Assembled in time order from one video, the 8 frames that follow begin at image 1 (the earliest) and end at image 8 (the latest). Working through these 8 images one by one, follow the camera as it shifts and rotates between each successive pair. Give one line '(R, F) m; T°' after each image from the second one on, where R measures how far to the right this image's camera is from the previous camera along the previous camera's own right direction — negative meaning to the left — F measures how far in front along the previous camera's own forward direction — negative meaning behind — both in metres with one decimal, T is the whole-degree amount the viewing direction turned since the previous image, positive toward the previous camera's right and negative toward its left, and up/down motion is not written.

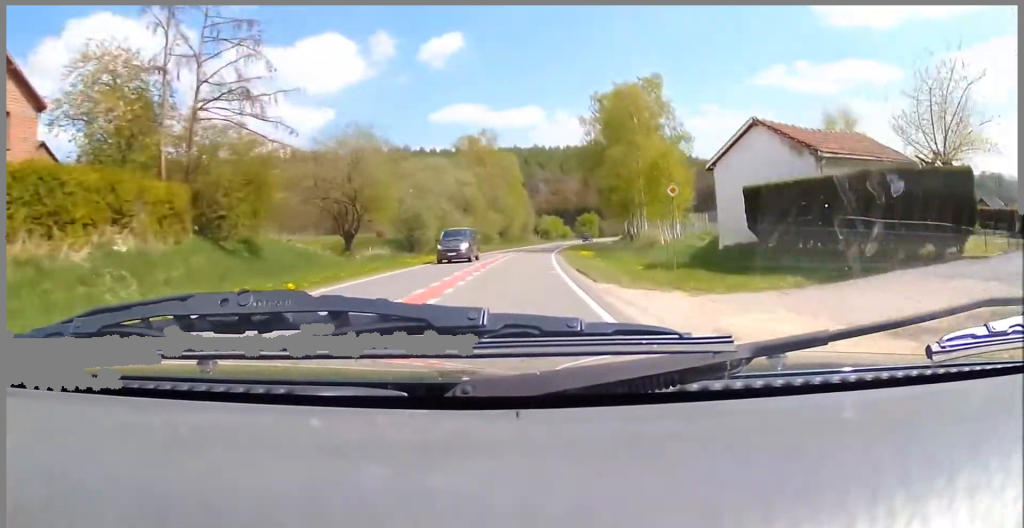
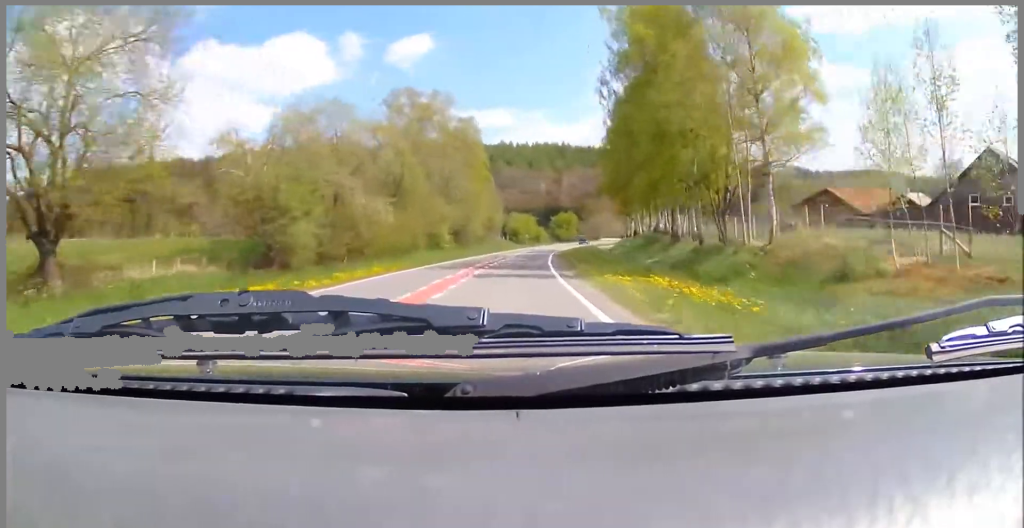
(+0.9, +27.9) m; +2°
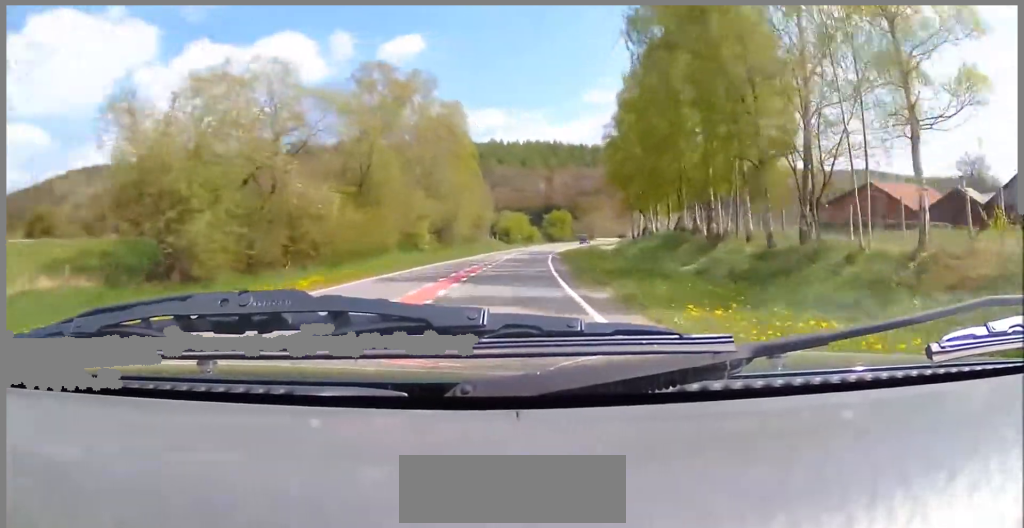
(0.0, +8.4) m; 0°
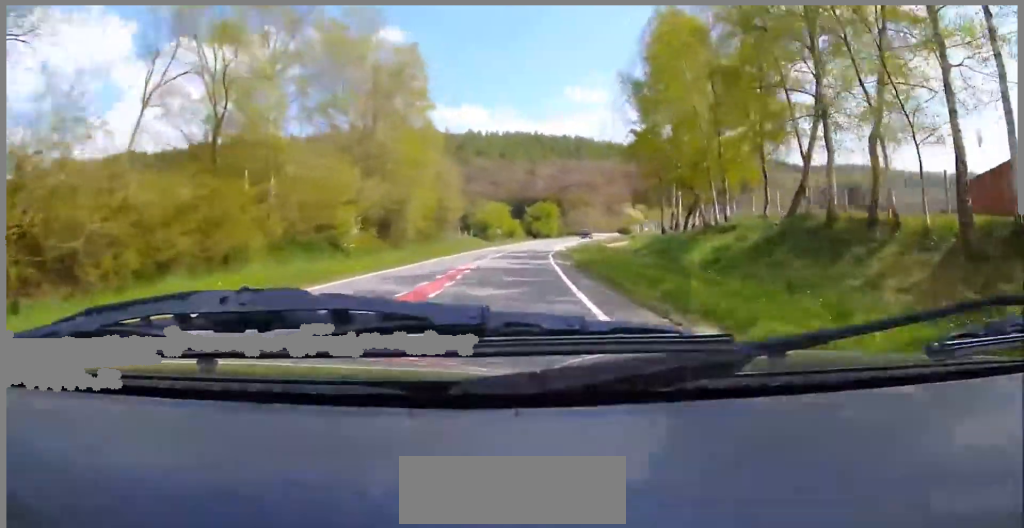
(0.0, +18.3) m; +3°
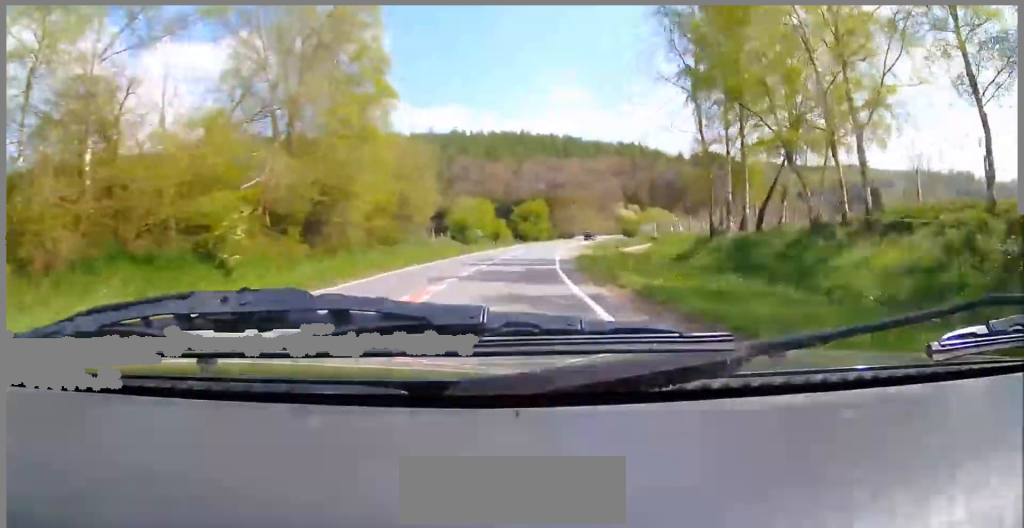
(-0.1, +12.8) m; +3°
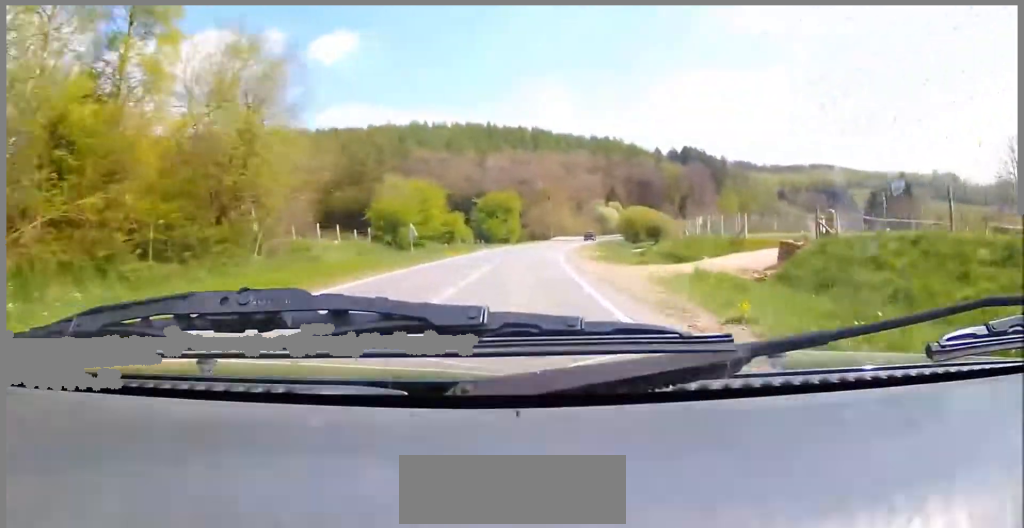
(+2.1, +25.7) m; +5°
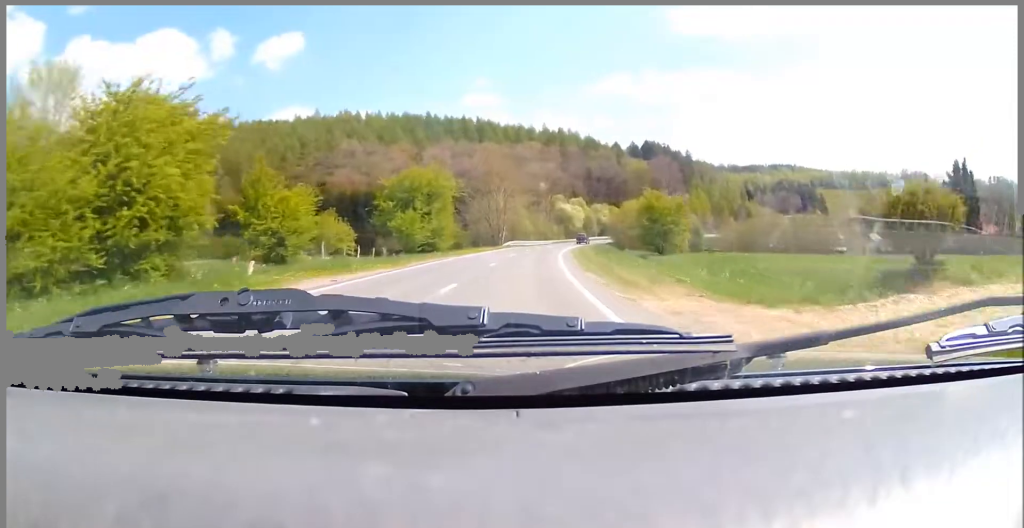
(+0.3, +36.2) m; +4°
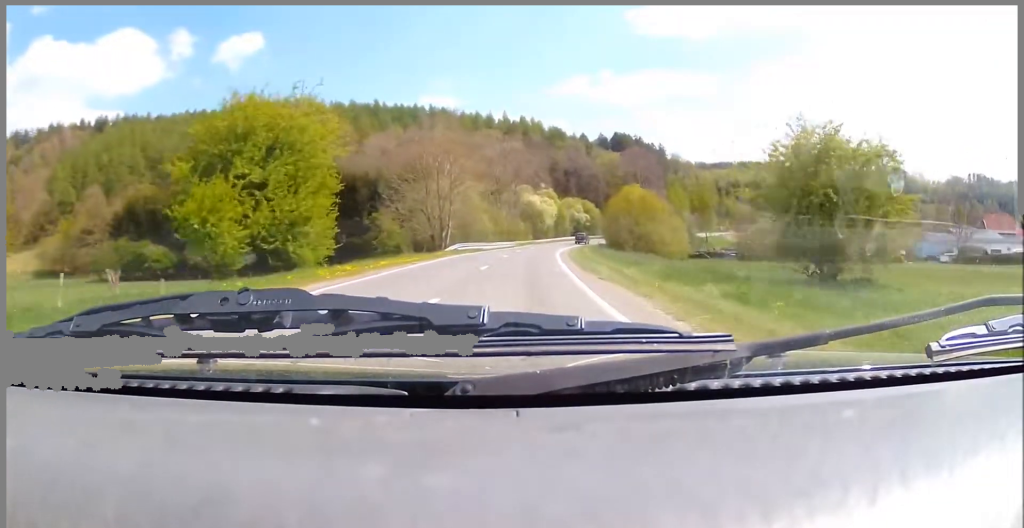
(+1.6, +29.3) m; +4°
